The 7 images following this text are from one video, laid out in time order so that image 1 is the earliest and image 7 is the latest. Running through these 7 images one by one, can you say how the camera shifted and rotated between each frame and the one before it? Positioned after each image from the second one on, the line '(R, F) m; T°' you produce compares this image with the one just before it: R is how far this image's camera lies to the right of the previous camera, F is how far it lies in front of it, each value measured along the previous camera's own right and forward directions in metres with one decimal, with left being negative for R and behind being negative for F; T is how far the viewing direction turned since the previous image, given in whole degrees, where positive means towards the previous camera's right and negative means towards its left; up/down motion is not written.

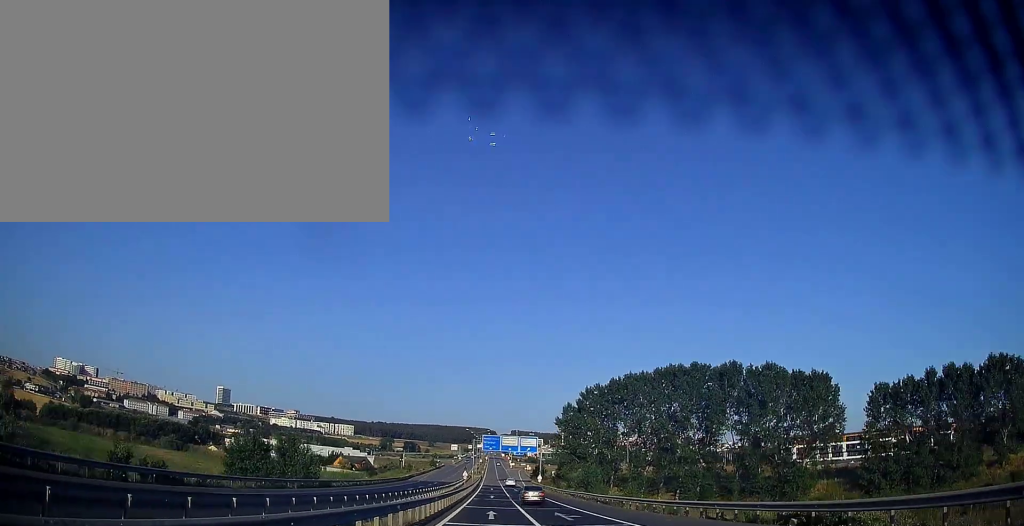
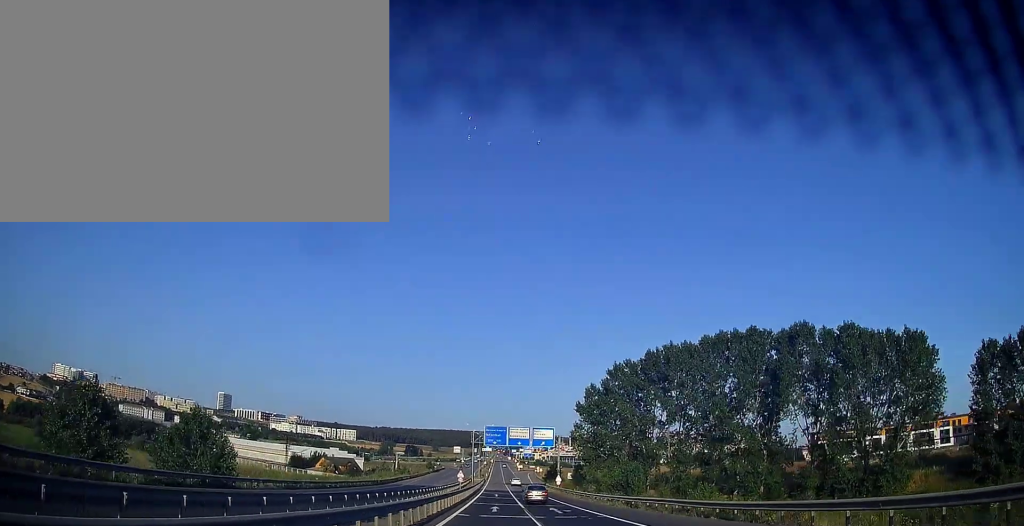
(-0.3, +26.0) m; -1°
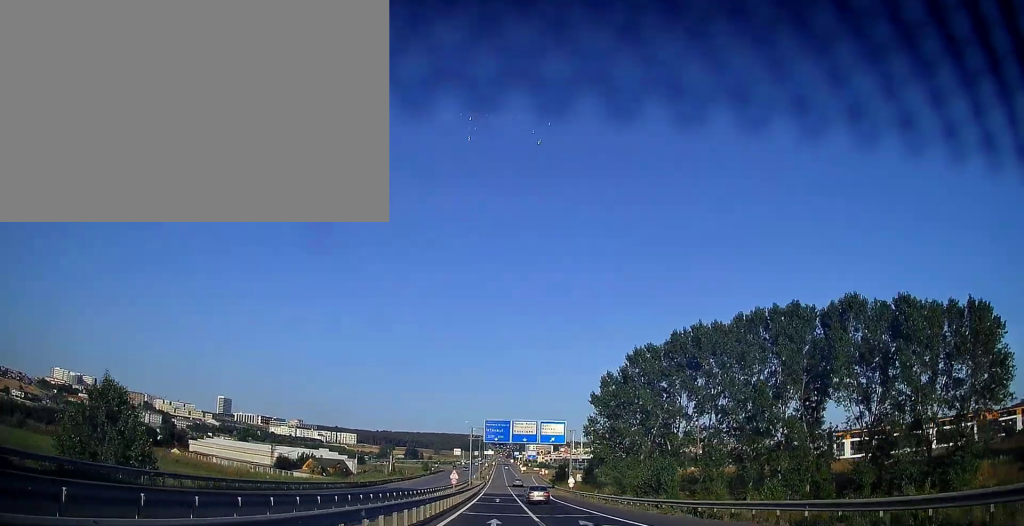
(0.0, +13.6) m; 0°
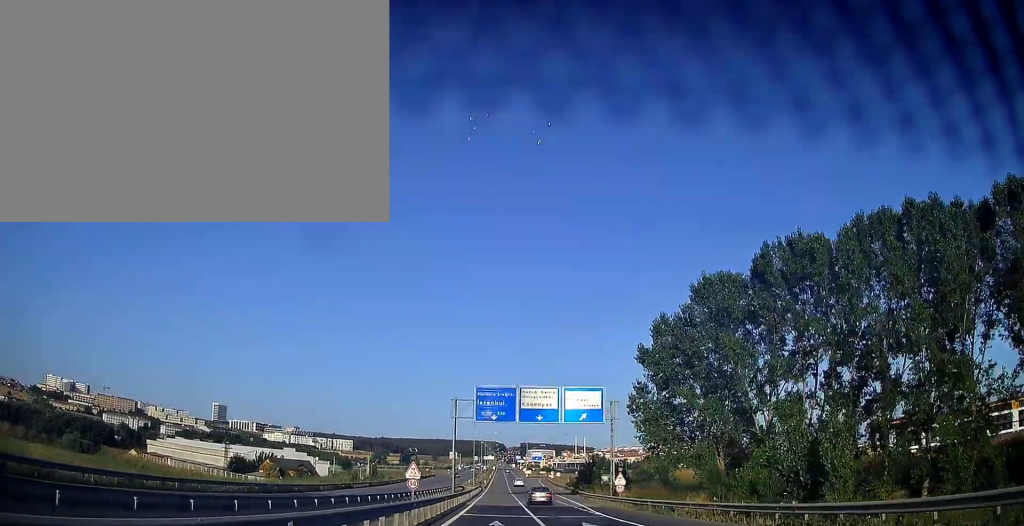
(-0.1, +30.2) m; 0°
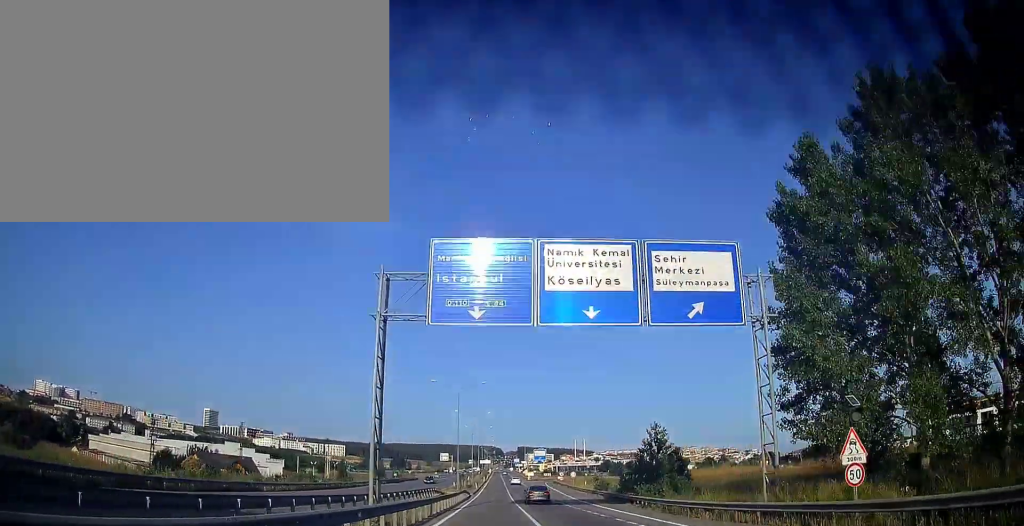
(0.0, +31.2) m; 0°
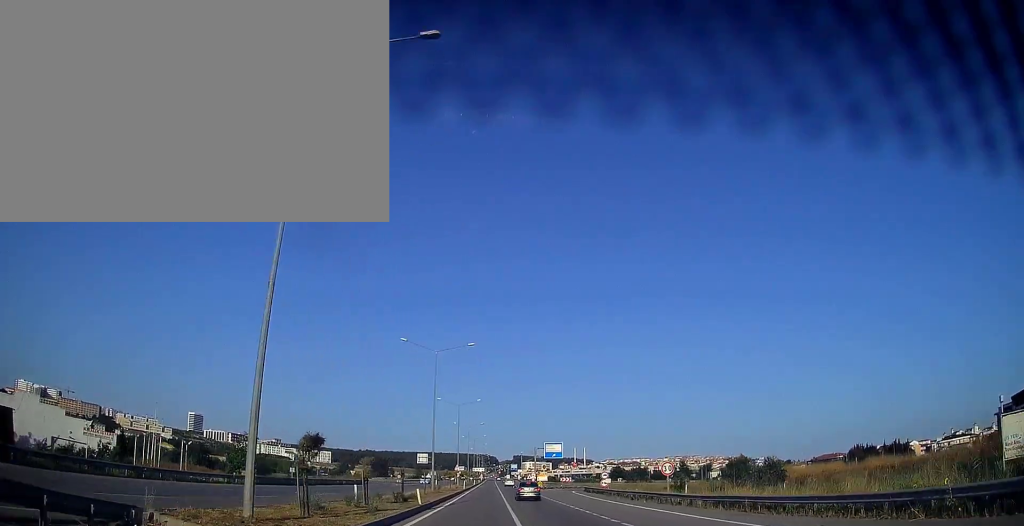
(+0.4, +57.2) m; +1°
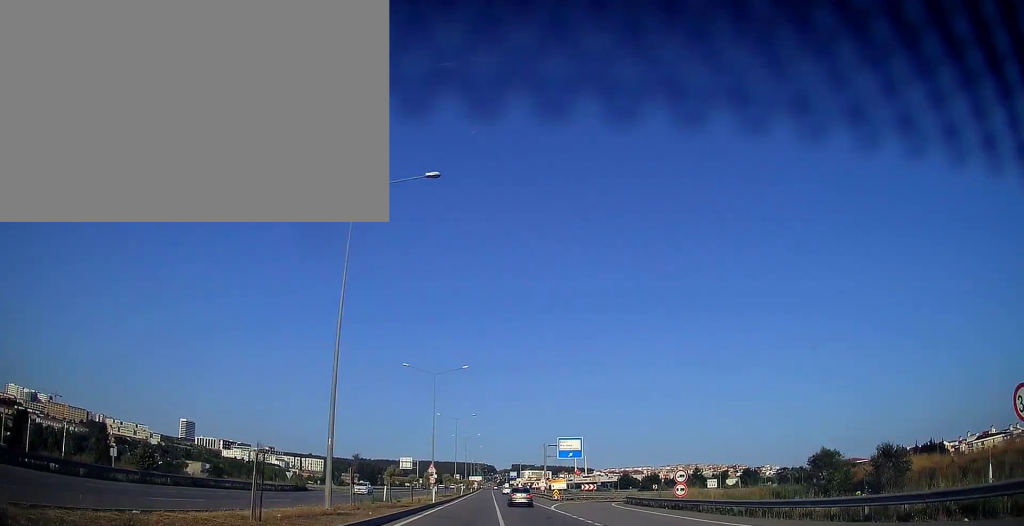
(+0.1, +30.8) m; 0°
